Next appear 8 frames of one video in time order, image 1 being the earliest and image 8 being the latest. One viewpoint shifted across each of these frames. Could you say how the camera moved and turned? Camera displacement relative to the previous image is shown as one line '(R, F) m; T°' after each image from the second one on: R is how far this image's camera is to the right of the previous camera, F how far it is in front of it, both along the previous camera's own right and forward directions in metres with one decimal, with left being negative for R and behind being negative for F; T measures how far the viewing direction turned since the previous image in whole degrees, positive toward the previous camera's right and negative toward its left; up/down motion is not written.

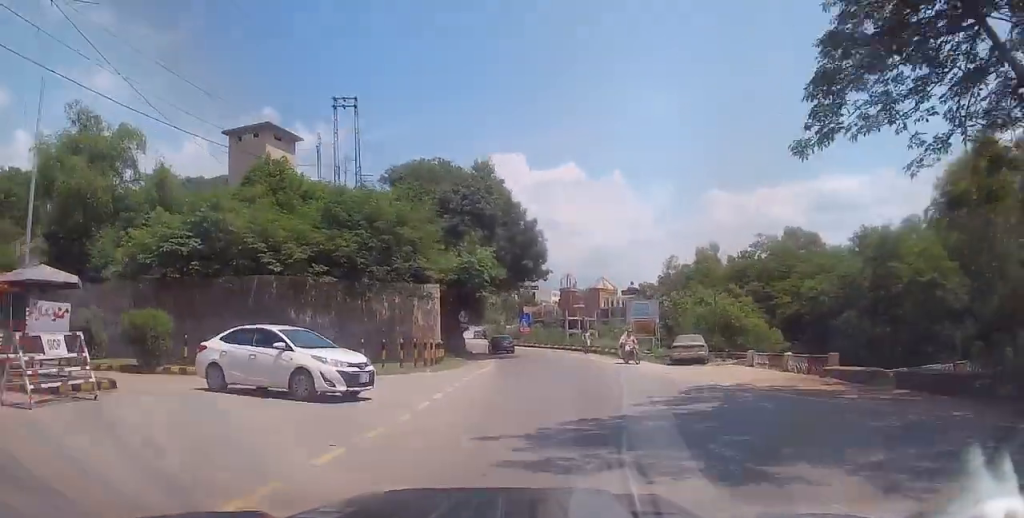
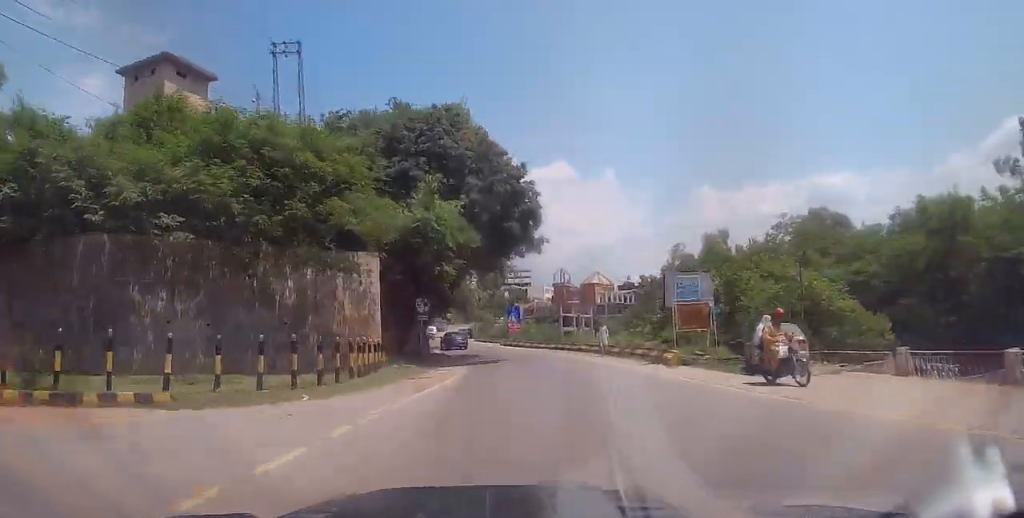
(+0.6, +12.1) m; +3°
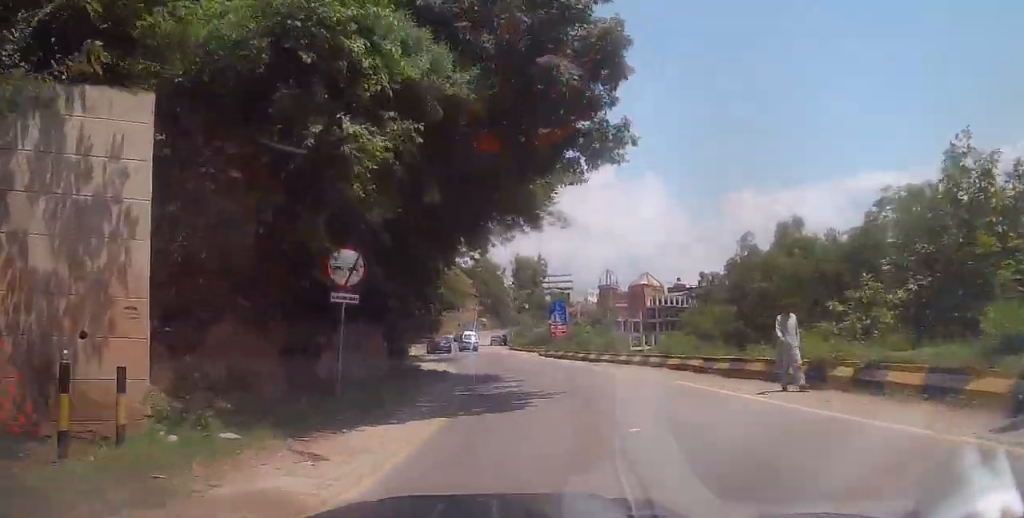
(-0.2, +16.5) m; -2°
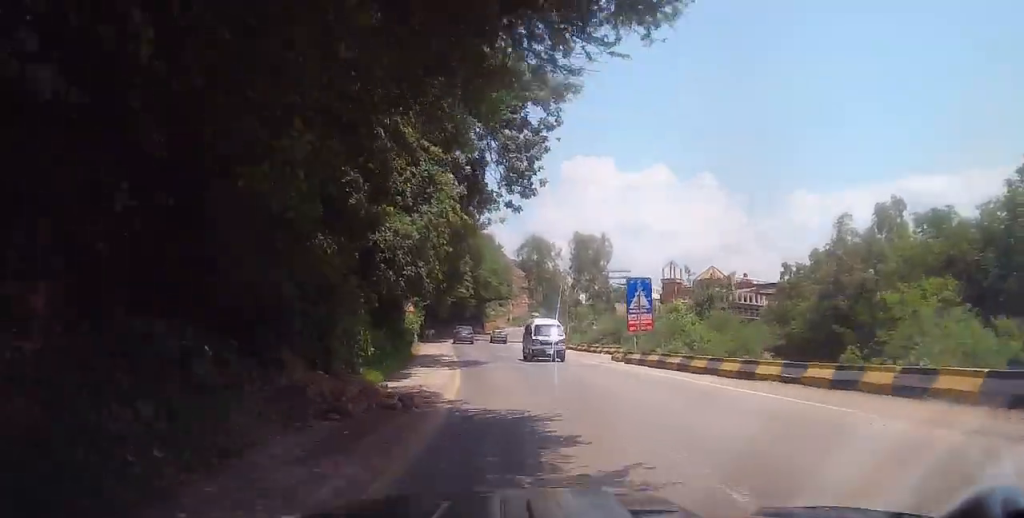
(-0.5, +15.1) m; -5°
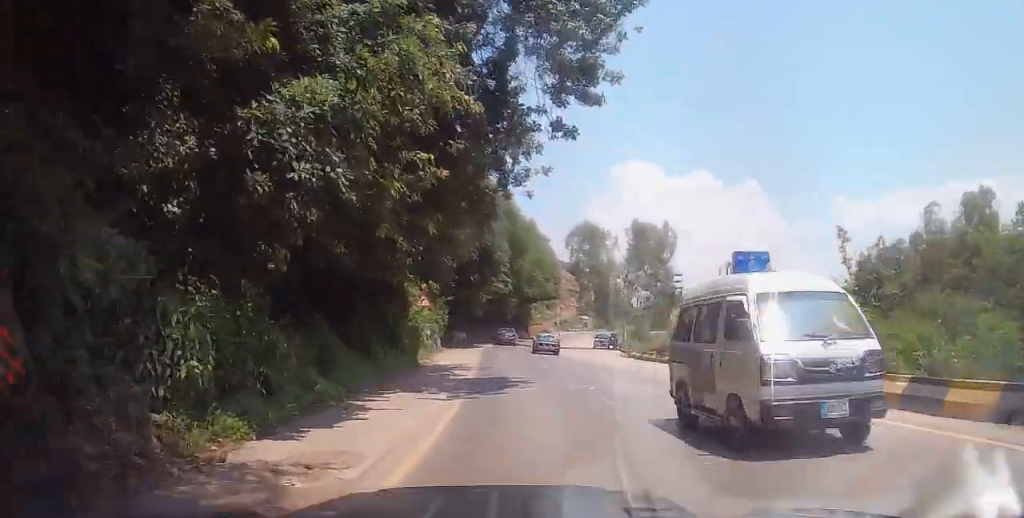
(-0.3, +10.3) m; -4°
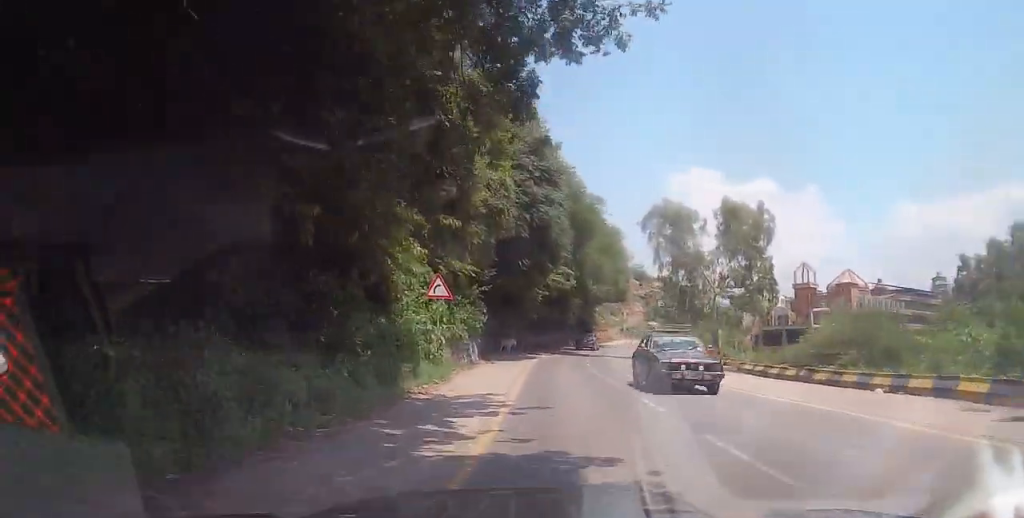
(-0.7, +11.6) m; -2°
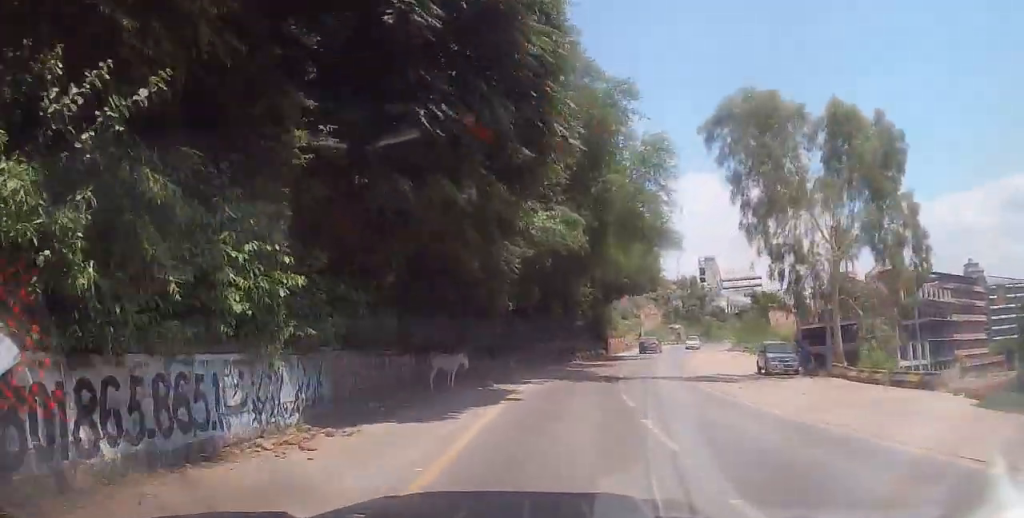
(-0.1, +20.8) m; 0°
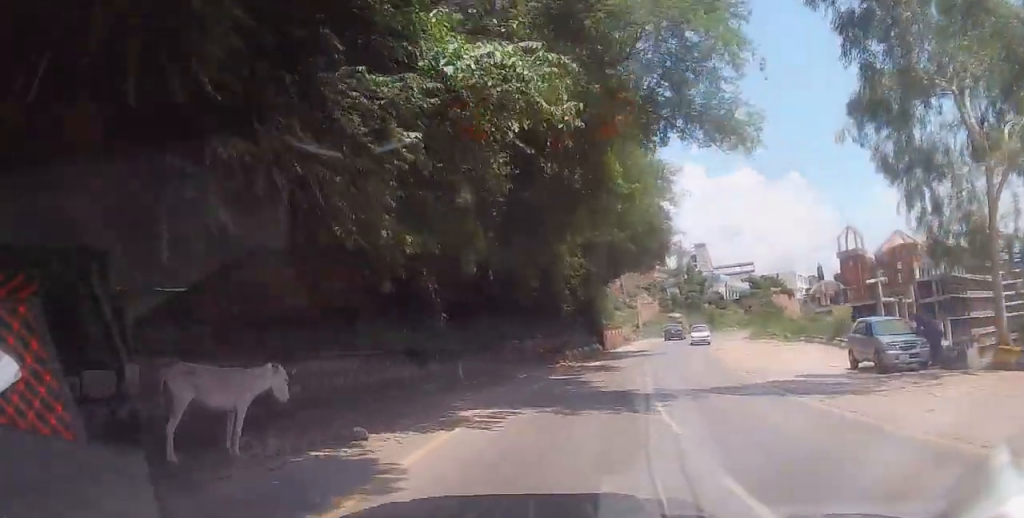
(+0.2, +11.5) m; +1°
